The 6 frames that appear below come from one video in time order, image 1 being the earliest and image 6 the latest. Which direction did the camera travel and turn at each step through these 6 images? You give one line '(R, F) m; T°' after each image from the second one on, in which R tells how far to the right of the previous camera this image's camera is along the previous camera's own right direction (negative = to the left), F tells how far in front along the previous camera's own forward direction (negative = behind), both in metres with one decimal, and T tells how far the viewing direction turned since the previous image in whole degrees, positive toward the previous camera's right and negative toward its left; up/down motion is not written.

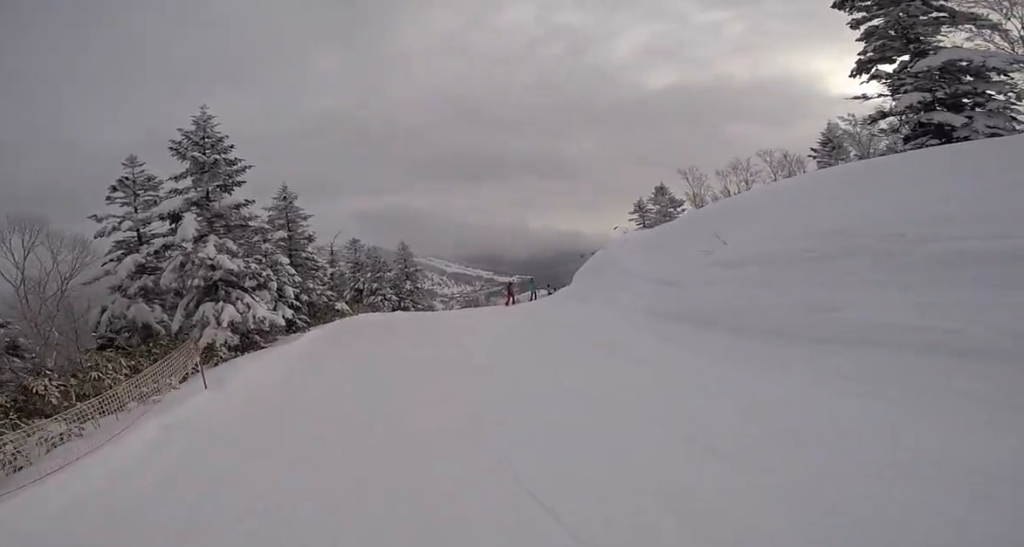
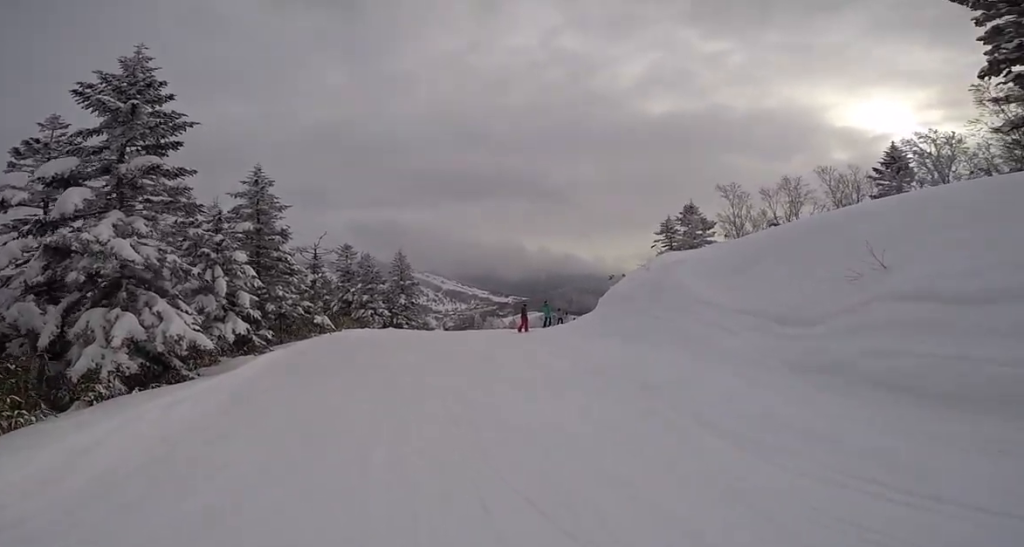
(+0.5, +4.7) m; +4°
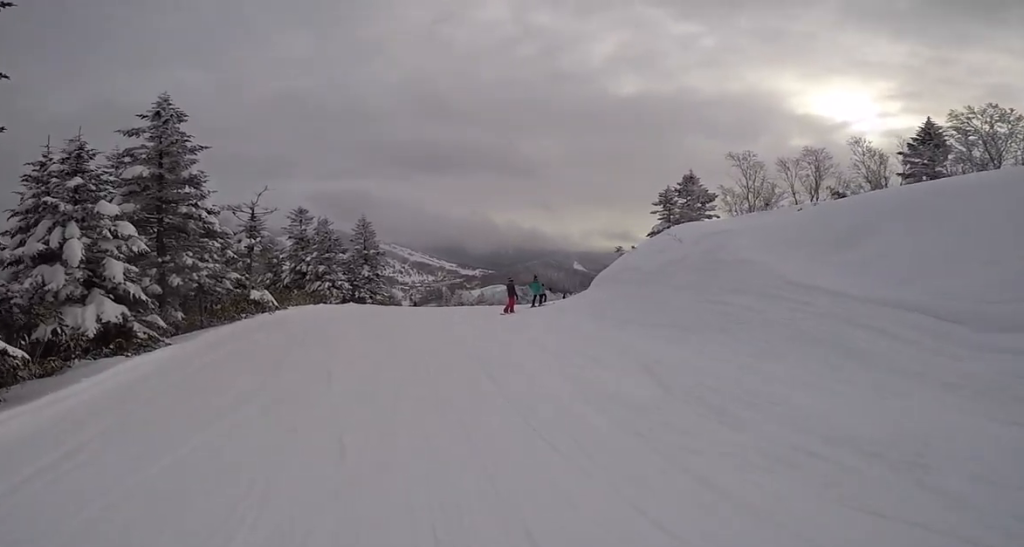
(-0.3, +5.1) m; +4°
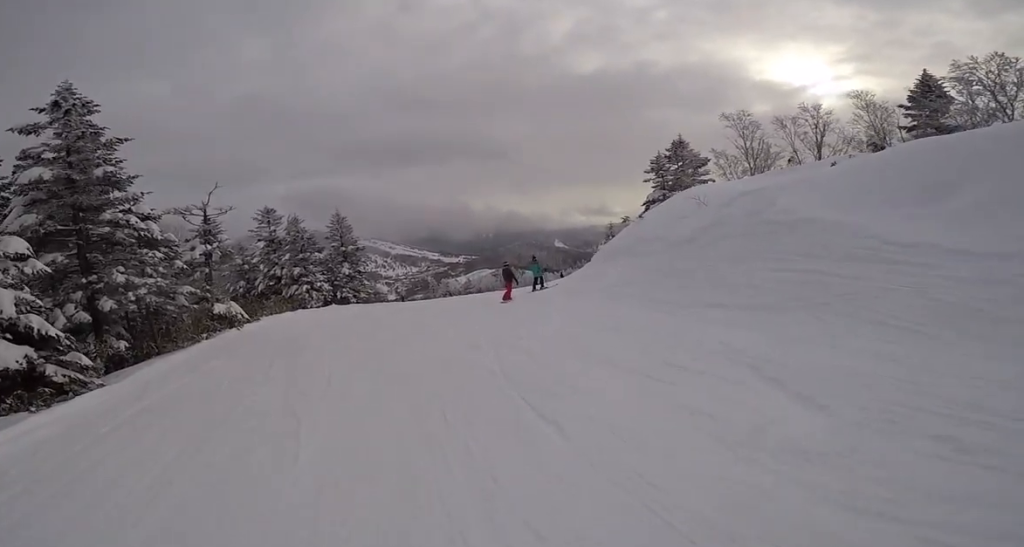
(+0.4, +2.4) m; +6°
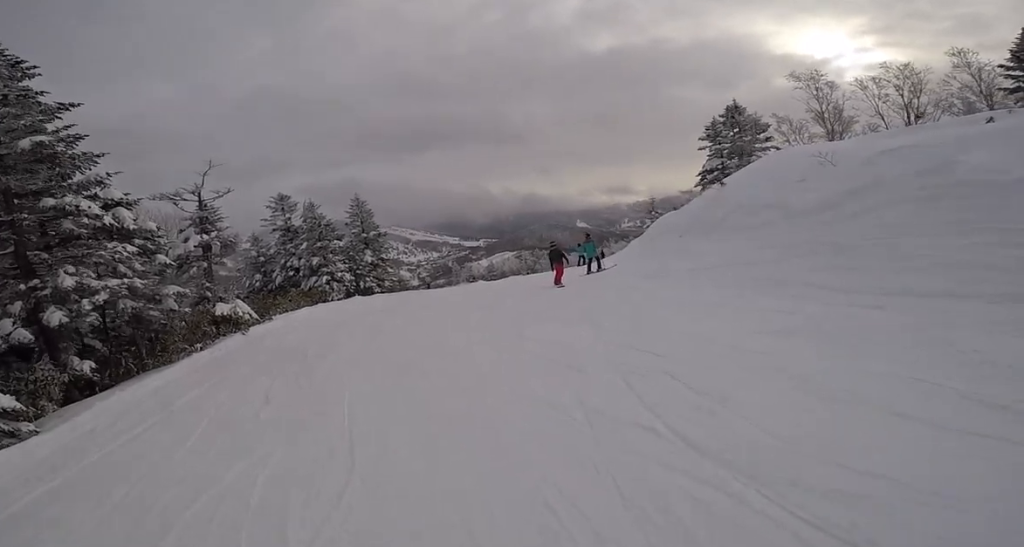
(+0.2, +2.9) m; +5°
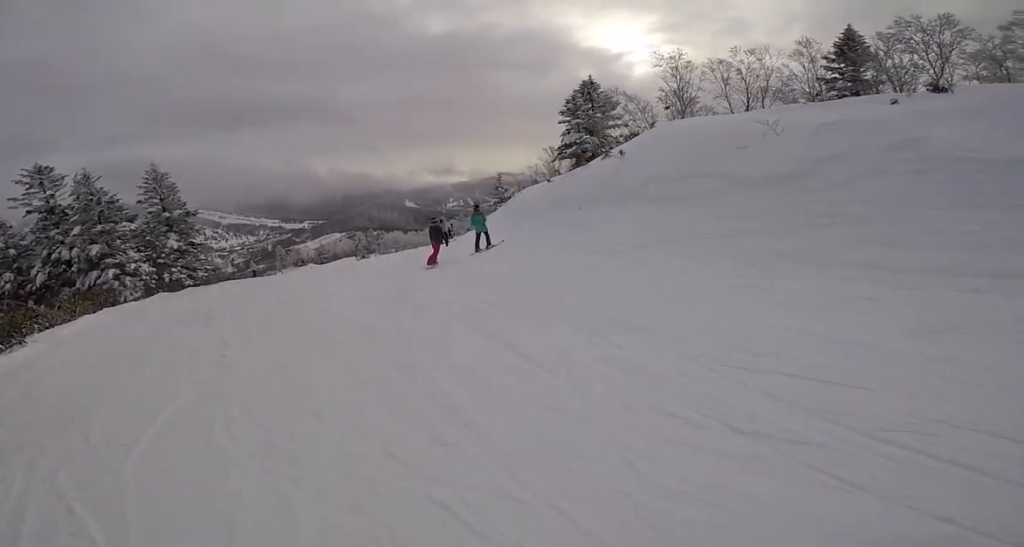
(0.0, +2.8) m; +9°
